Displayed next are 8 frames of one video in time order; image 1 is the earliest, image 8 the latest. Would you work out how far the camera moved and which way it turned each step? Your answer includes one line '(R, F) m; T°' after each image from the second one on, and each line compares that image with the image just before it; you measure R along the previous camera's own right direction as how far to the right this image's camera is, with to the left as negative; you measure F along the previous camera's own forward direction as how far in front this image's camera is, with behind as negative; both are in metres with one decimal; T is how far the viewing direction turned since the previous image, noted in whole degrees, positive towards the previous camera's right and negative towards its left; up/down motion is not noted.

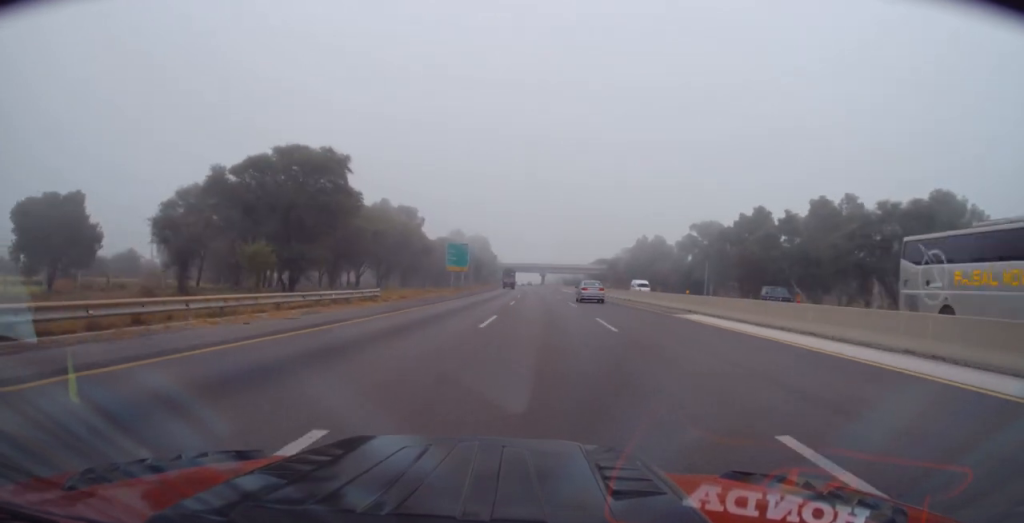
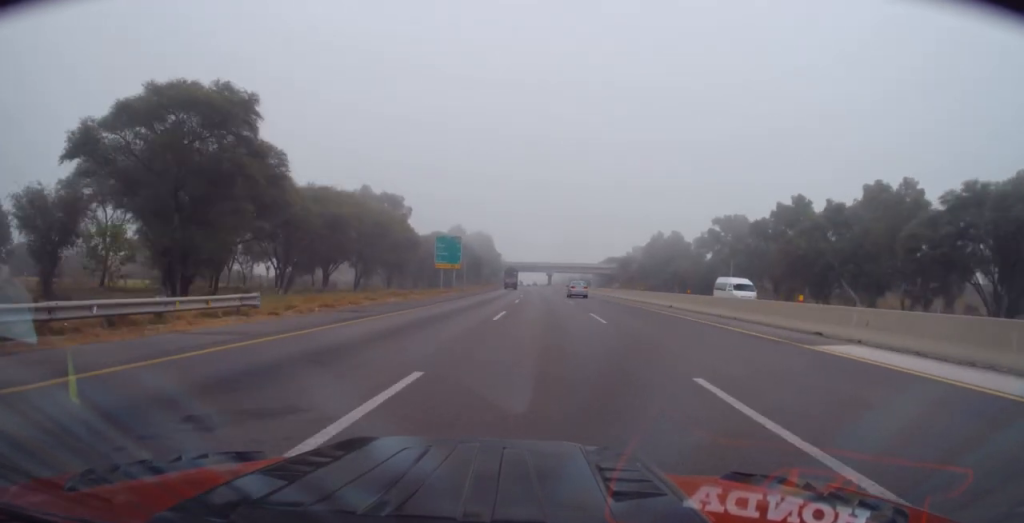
(0.0, +14.7) m; 0°
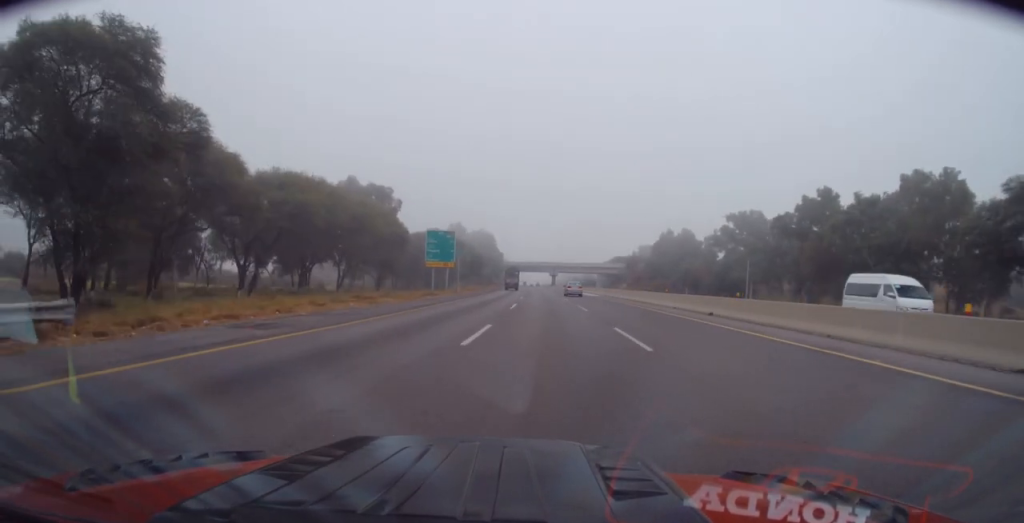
(0.0, +8.2) m; 0°
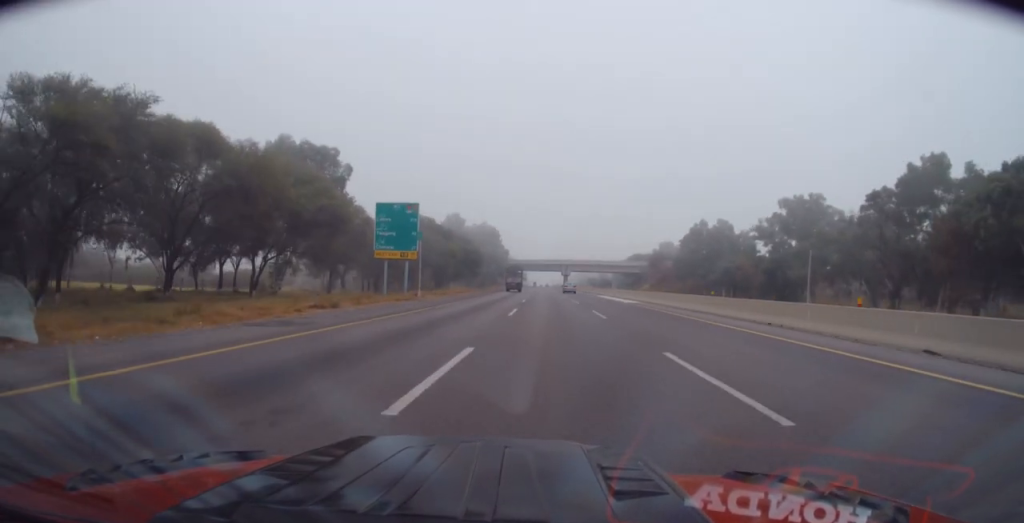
(-0.4, +24.3) m; -2°
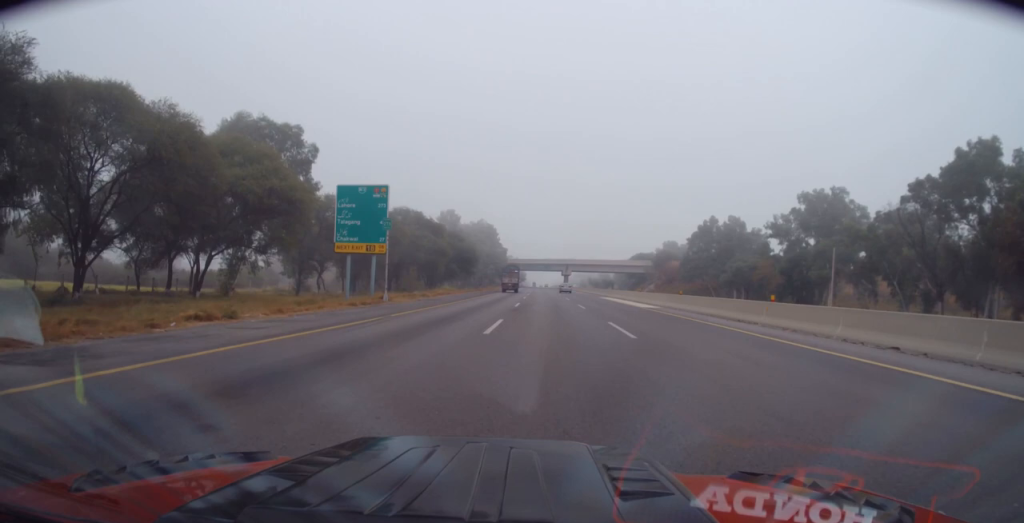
(-0.1, +8.4) m; 0°
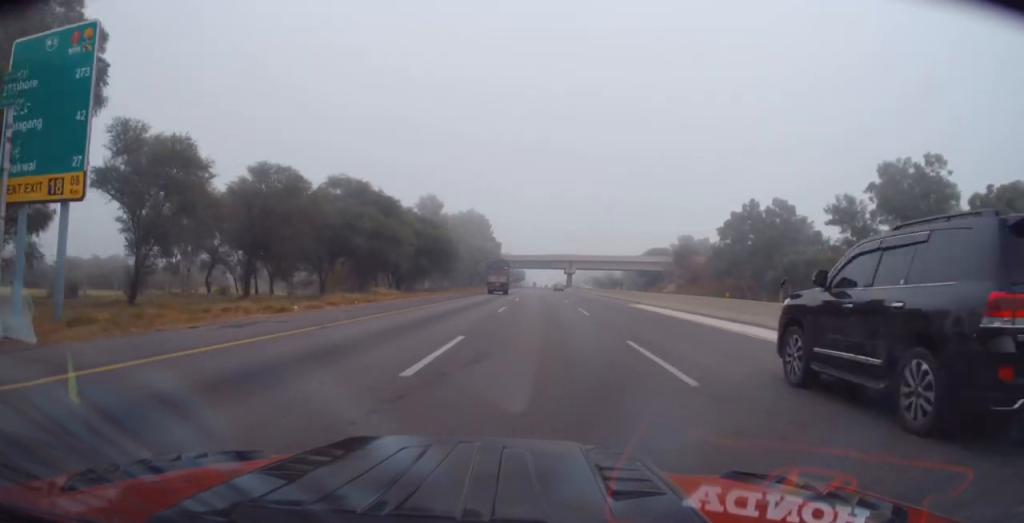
(+0.2, +25.1) m; 0°
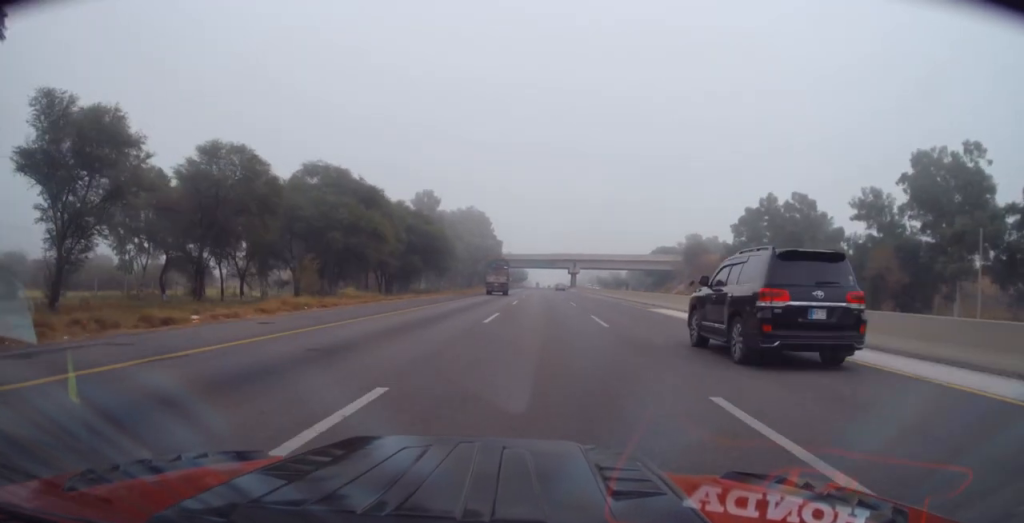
(+0.1, +7.0) m; 0°
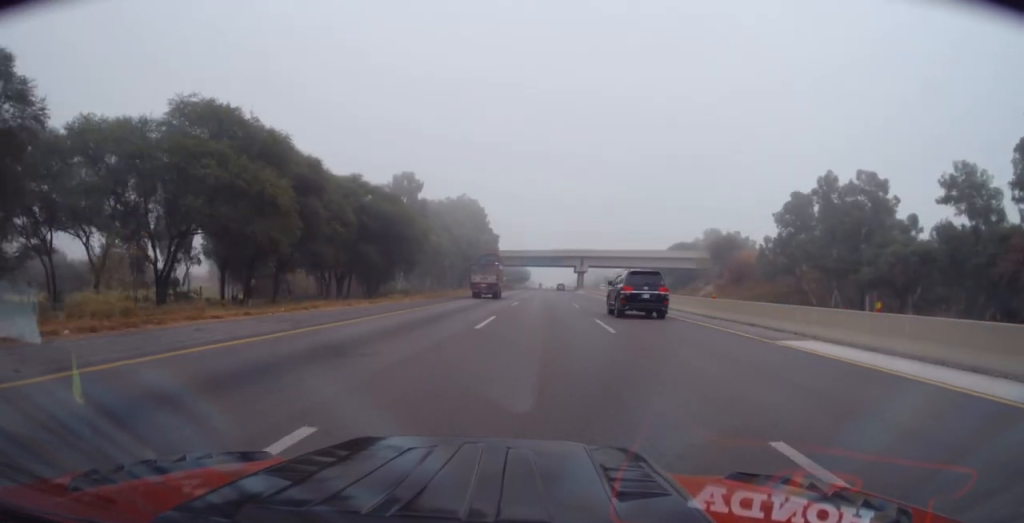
(-0.3, +20.1) m; 0°
